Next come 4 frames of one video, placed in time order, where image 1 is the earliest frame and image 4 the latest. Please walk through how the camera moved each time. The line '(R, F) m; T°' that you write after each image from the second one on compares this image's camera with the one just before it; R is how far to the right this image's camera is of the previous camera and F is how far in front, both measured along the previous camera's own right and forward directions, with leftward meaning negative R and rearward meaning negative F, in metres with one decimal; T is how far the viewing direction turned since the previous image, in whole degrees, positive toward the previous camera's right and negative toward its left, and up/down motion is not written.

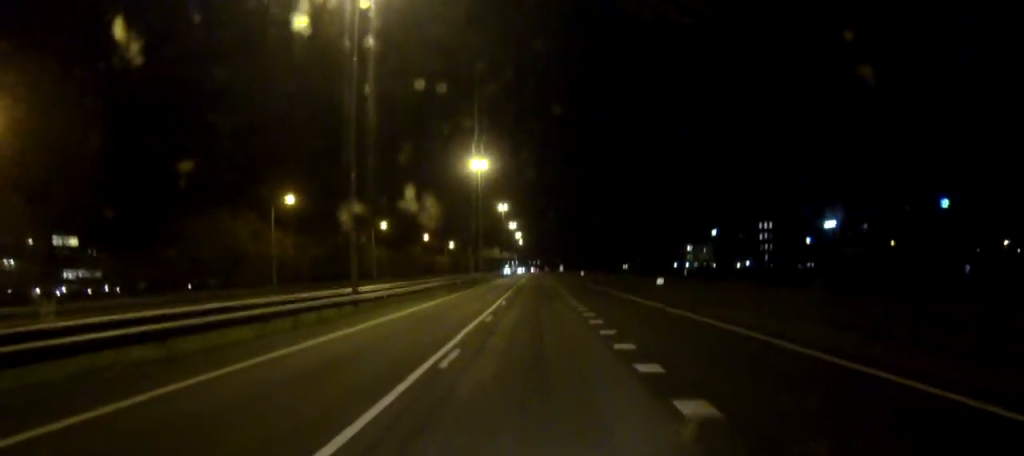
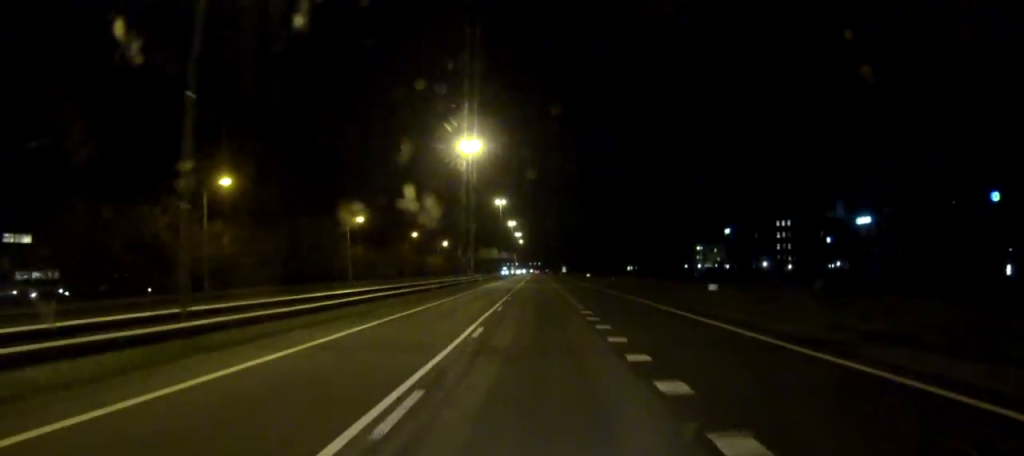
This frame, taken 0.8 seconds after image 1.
(0.0, +17.5) m; 0°
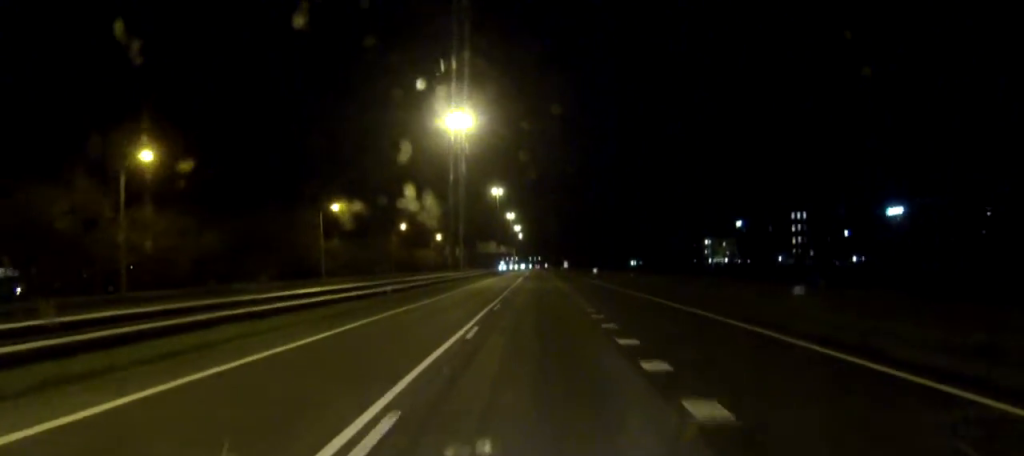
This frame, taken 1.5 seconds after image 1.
(0.0, +14.0) m; 0°
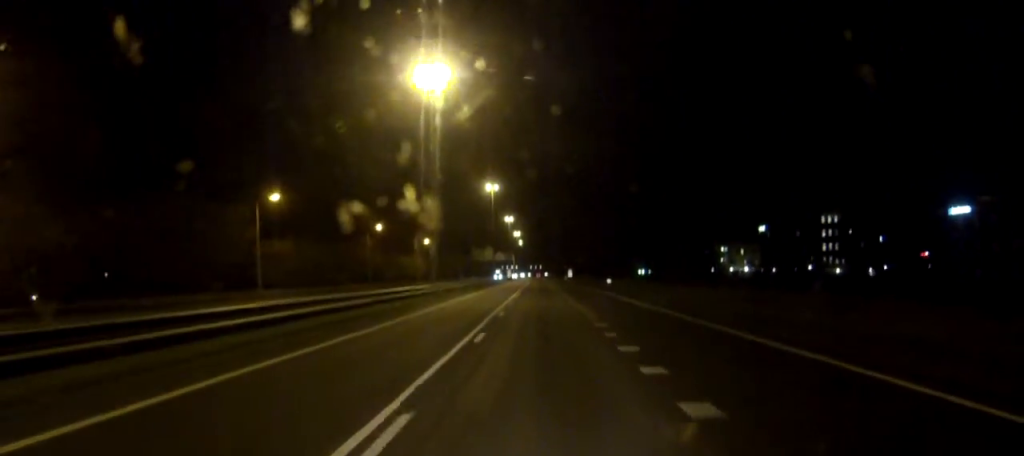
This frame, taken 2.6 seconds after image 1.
(0.0, +23.1) m; 0°
